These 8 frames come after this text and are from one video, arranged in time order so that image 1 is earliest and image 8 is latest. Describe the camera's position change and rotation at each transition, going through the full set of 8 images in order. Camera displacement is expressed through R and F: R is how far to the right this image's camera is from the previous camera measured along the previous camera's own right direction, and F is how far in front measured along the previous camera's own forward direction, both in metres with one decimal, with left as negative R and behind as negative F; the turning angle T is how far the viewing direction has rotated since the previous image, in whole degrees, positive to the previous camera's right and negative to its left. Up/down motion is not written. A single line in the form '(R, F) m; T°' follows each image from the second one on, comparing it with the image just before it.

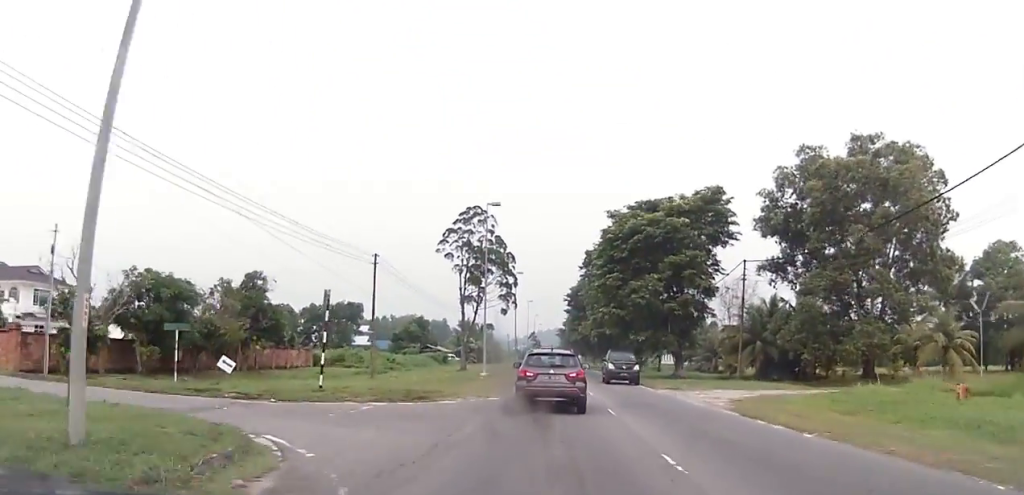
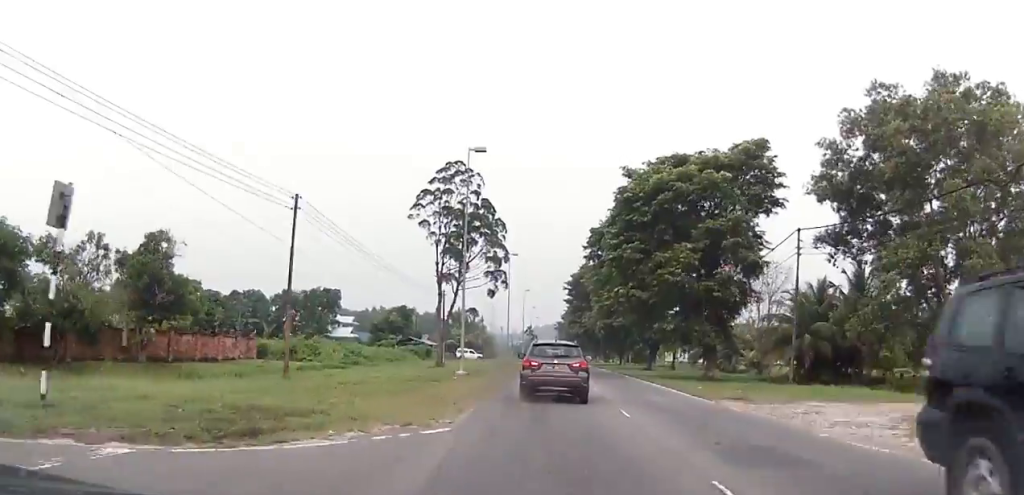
(+0.1, +10.9) m; +2°
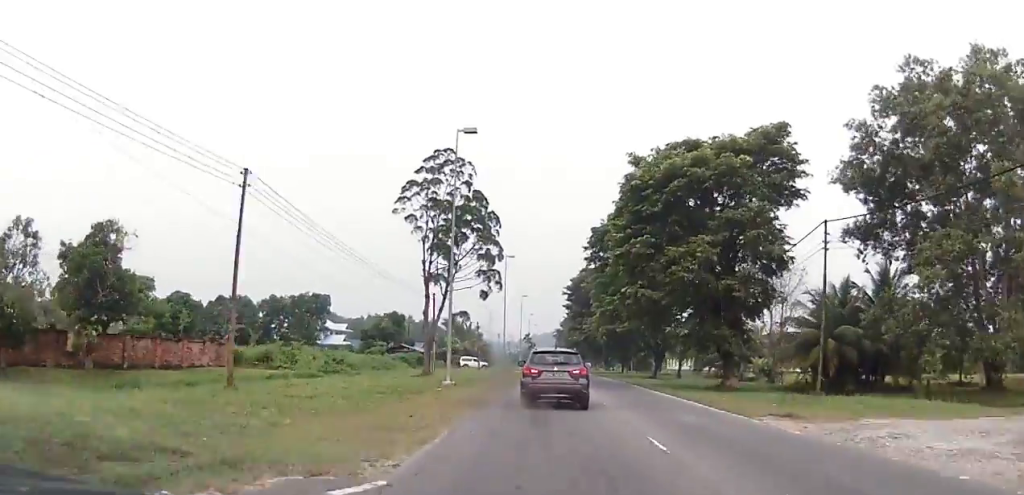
(+0.1, +4.3) m; 0°
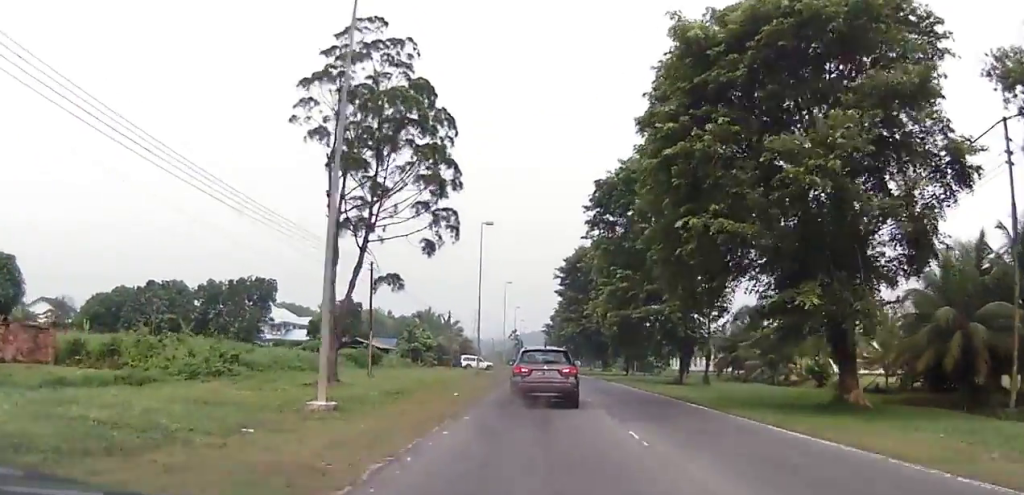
(-0.4, +17.5) m; -2°
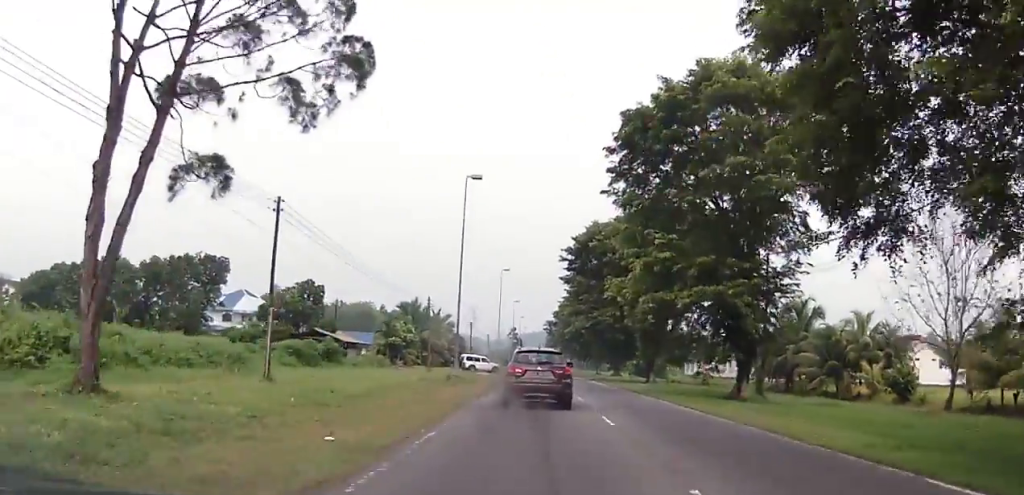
(+0.4, +14.8) m; +3°
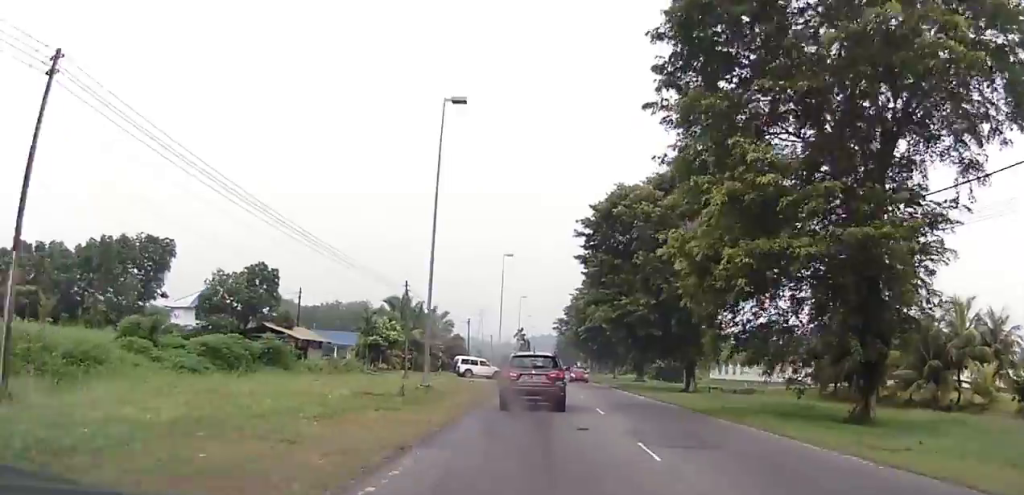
(+0.1, +13.3) m; -1°
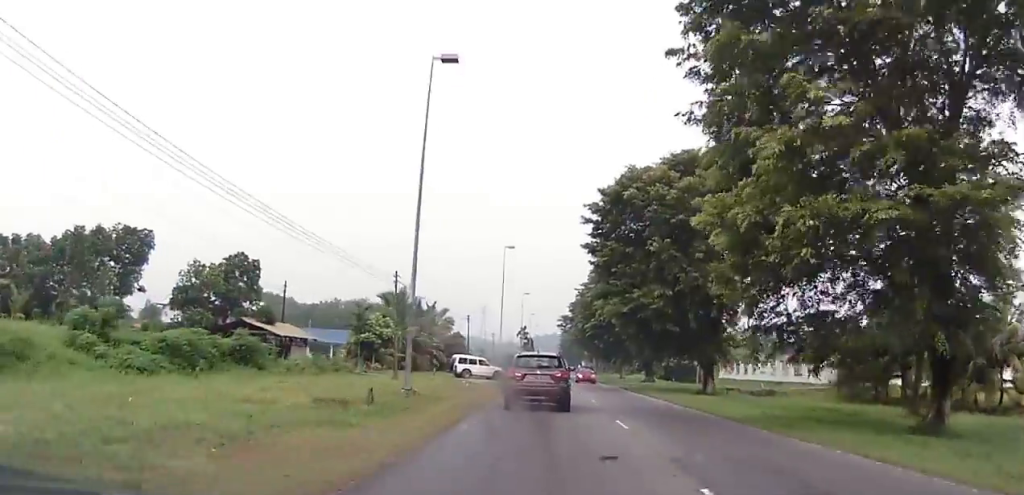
(0.0, +4.1) m; -2°
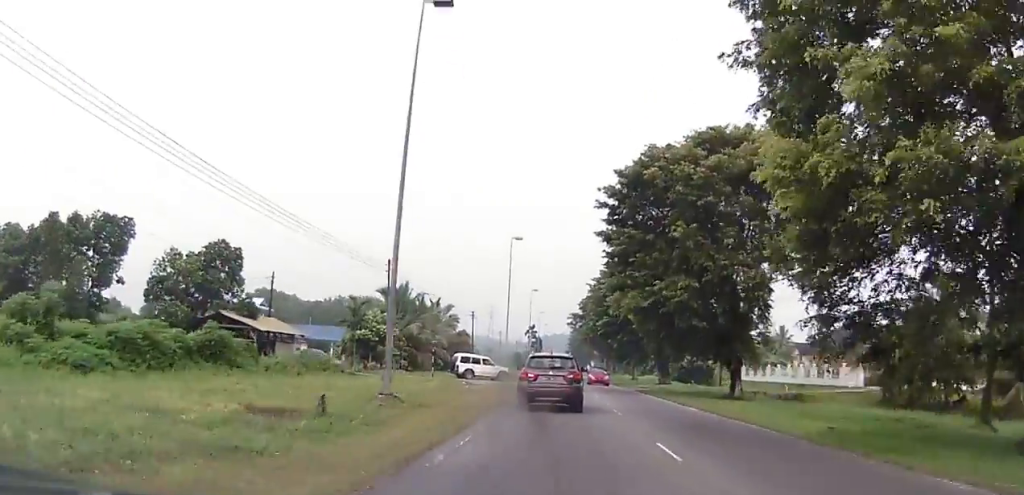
(+0.1, +4.1) m; -1°
